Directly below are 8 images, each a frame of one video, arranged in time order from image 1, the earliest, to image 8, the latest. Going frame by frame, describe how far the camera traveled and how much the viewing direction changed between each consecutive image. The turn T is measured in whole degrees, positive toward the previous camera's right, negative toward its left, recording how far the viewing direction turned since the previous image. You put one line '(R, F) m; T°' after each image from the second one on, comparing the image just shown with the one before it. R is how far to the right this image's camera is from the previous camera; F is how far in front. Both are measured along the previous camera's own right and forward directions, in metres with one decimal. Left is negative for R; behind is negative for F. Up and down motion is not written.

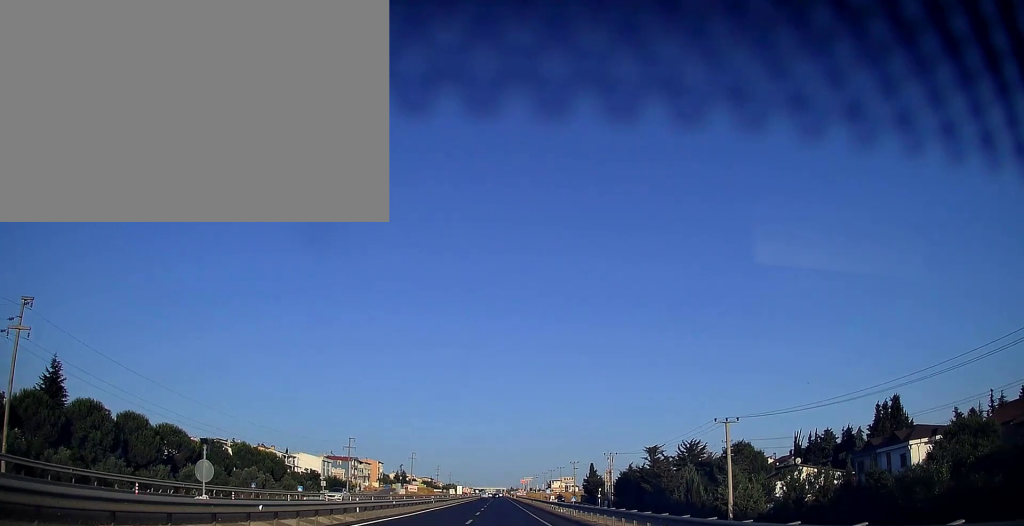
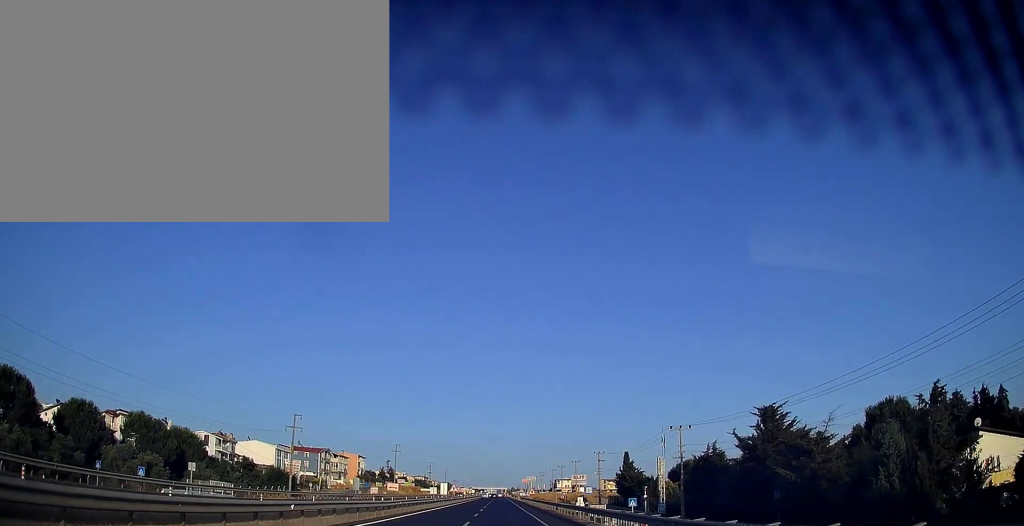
(0.0, +37.6) m; 0°
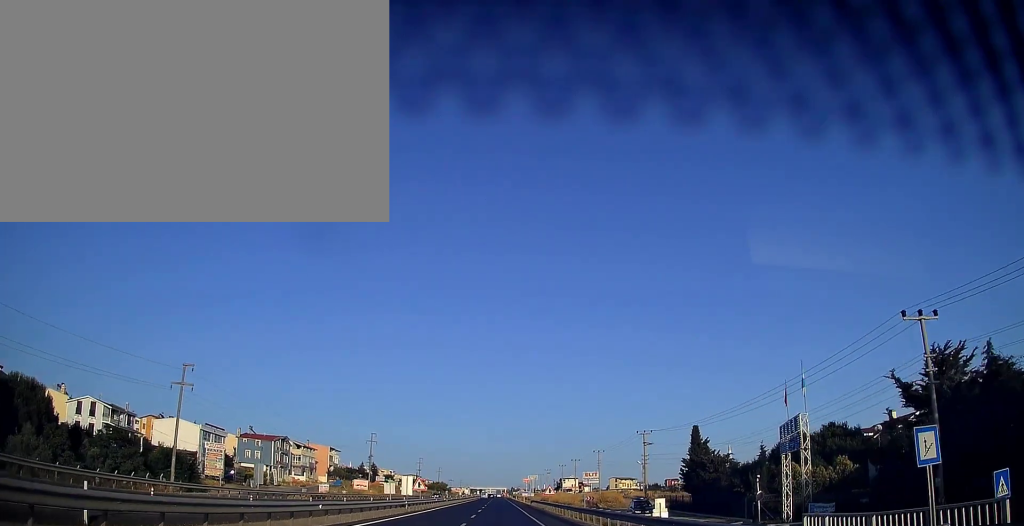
(0.0, +36.9) m; 0°
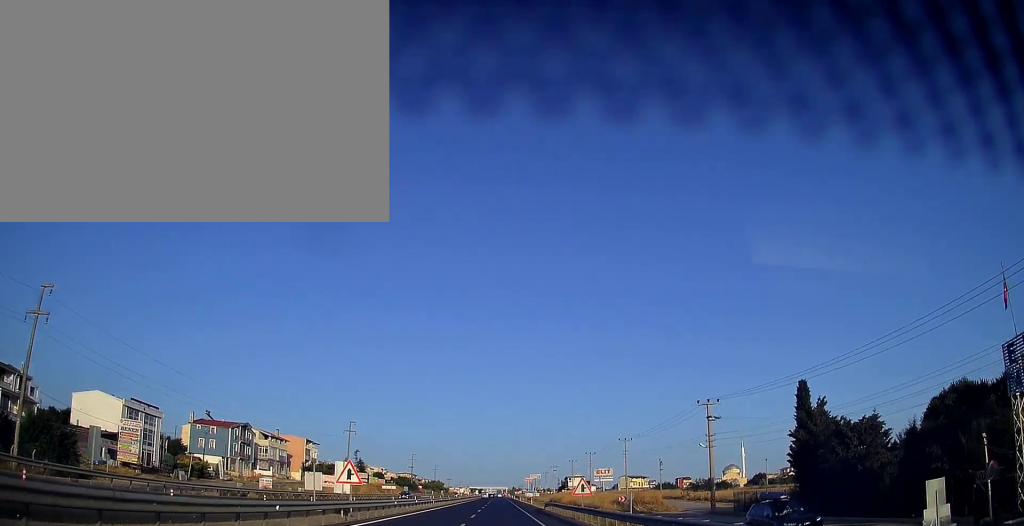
(0.0, +24.3) m; 0°
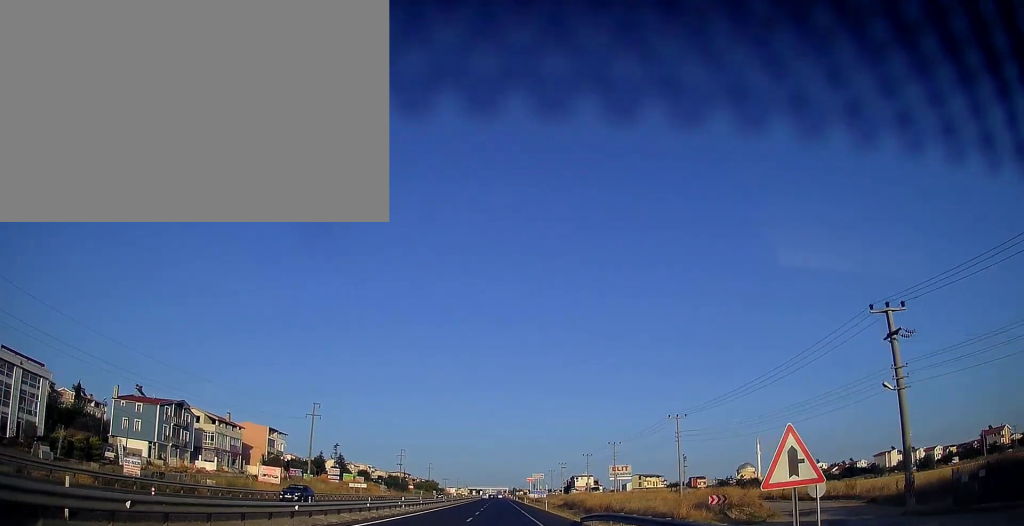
(0.0, +27.7) m; 0°
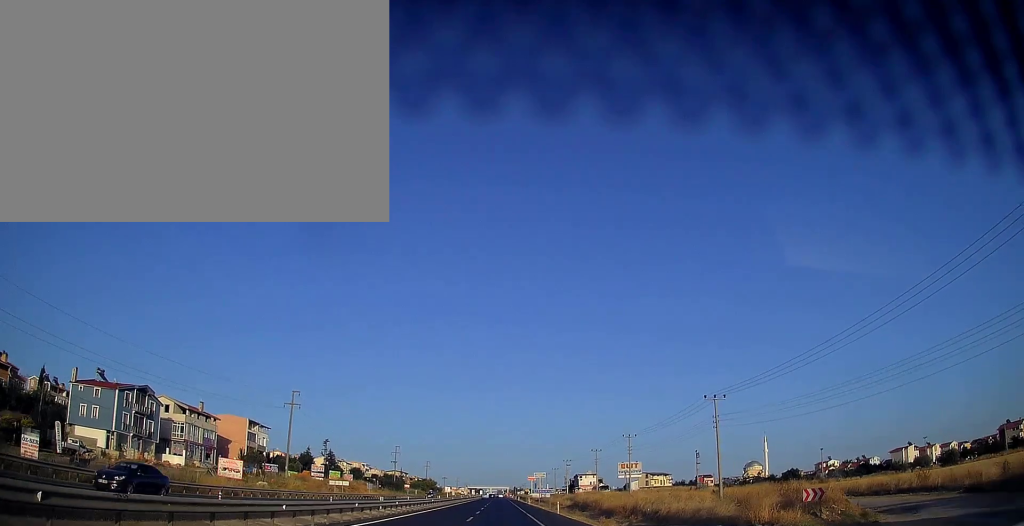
(0.0, +11.8) m; 0°
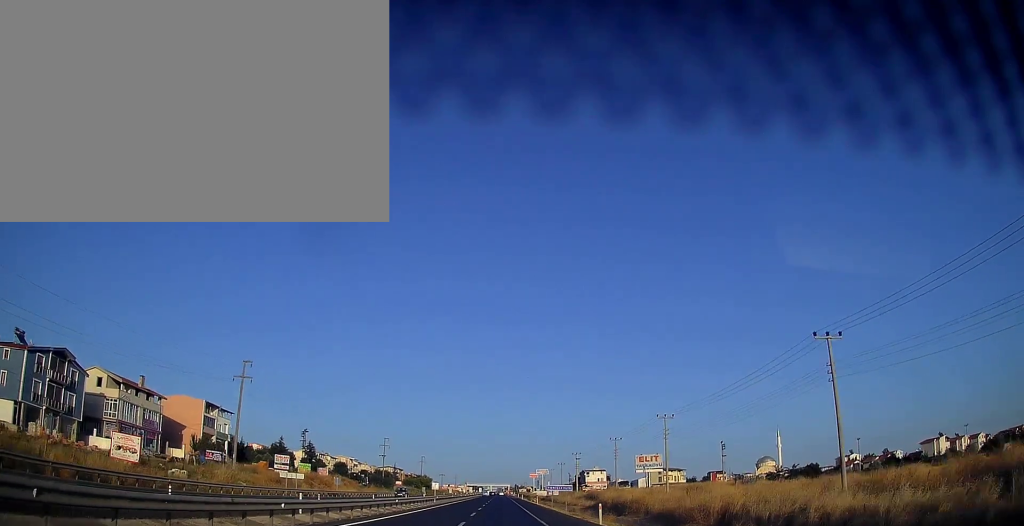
(-0.1, +20.1) m; 0°
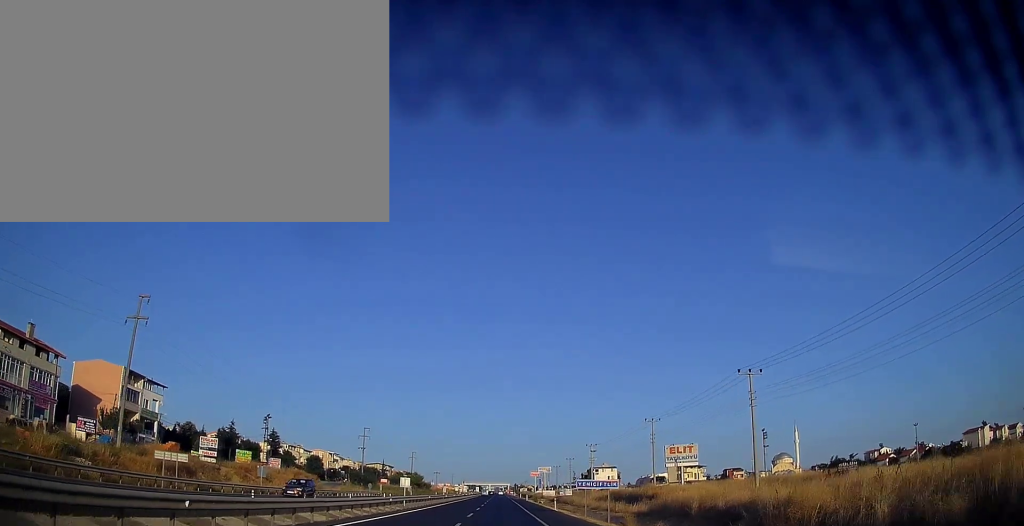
(0.0, +25.9) m; 0°
